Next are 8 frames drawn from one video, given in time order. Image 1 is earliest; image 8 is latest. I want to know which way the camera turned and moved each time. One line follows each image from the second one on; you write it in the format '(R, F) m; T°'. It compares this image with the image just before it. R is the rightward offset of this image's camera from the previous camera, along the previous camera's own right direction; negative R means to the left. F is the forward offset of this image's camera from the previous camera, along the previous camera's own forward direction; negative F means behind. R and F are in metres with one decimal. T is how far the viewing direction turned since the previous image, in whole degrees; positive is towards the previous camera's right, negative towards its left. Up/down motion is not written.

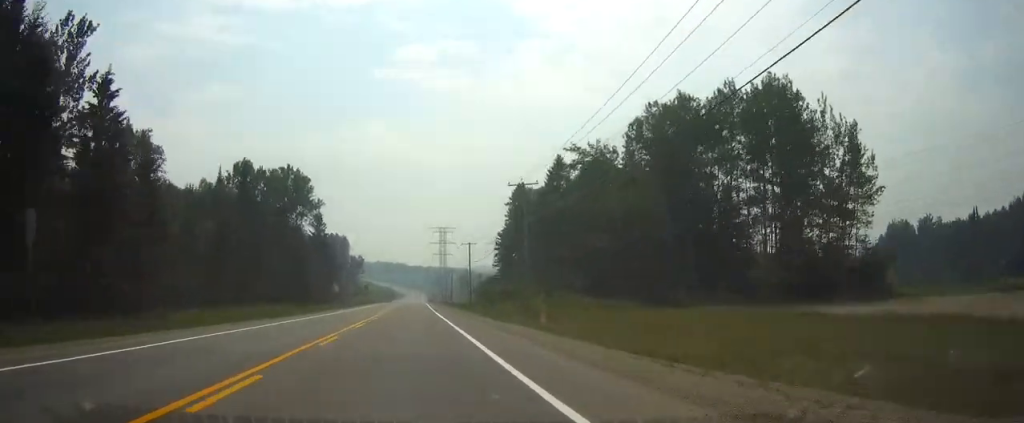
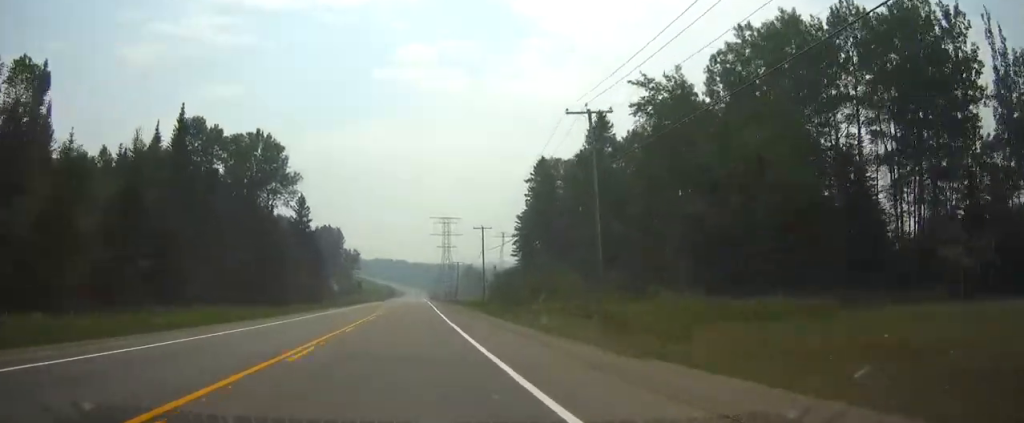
(0.0, +21.4) m; 0°
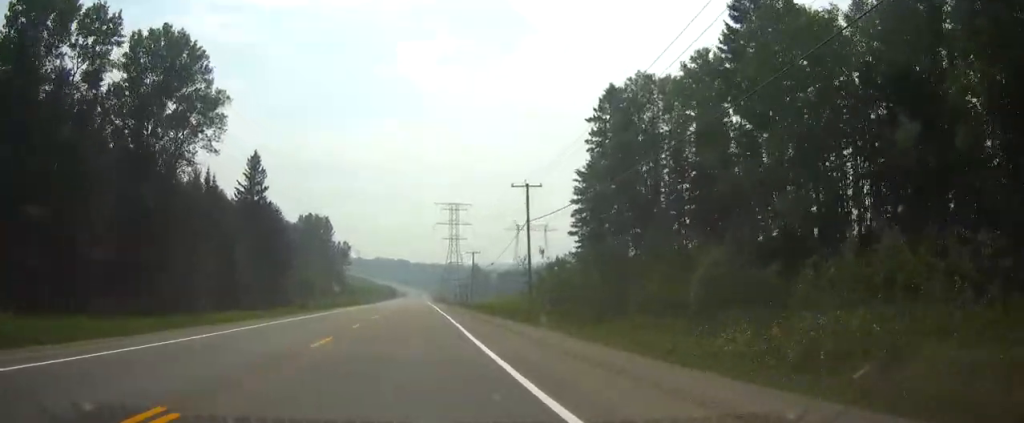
(0.0, +34.8) m; 0°
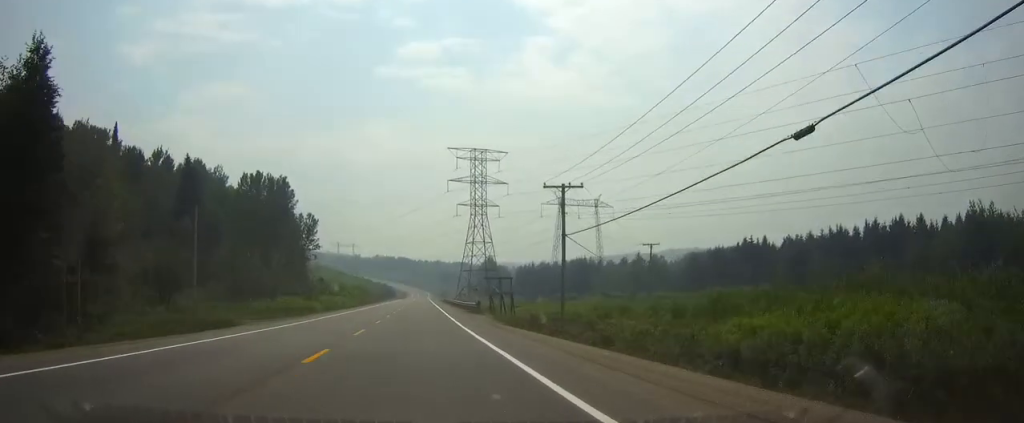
(0.0, +64.9) m; 0°
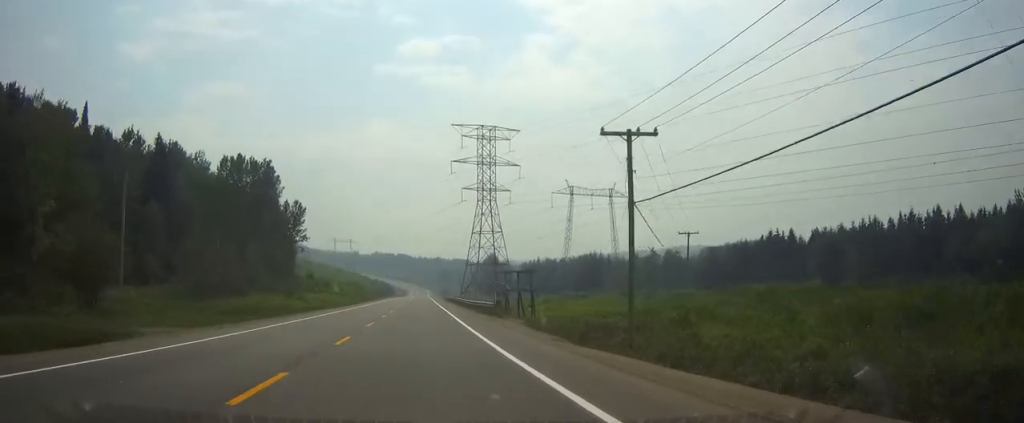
(0.0, +13.5) m; 0°
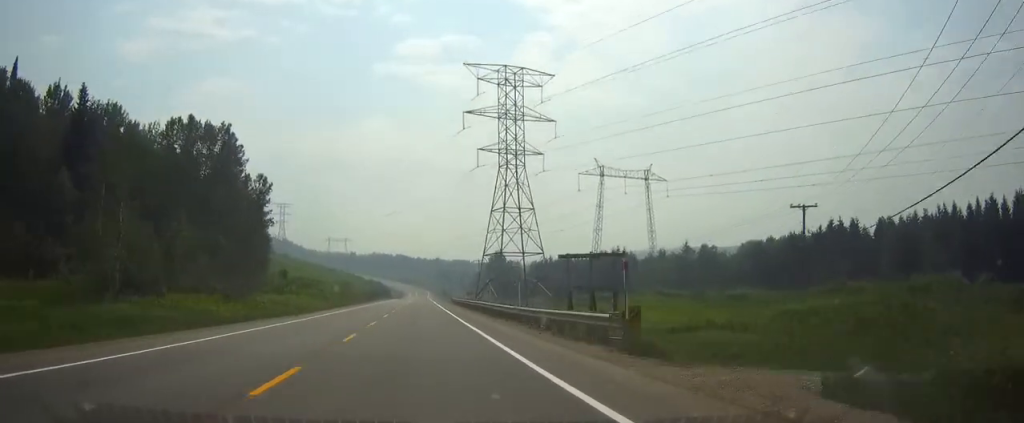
(-0.1, +26.0) m; 0°
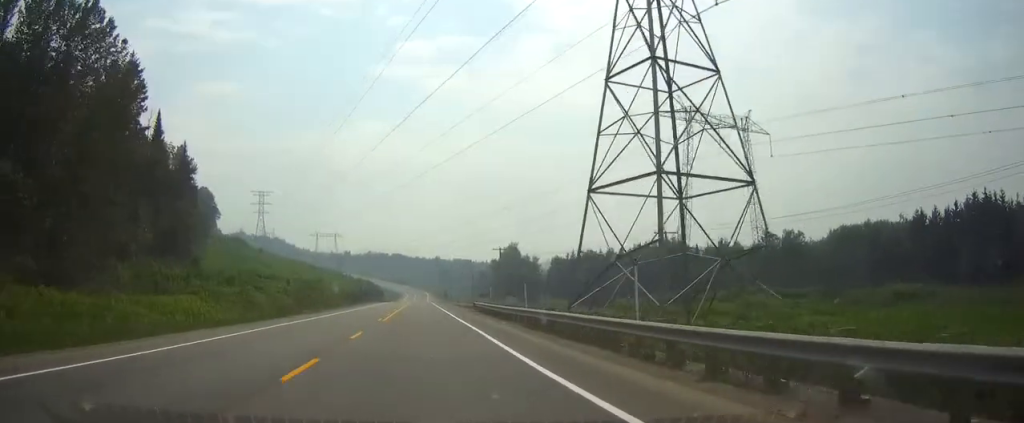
(+0.3, +43.0) m; 0°
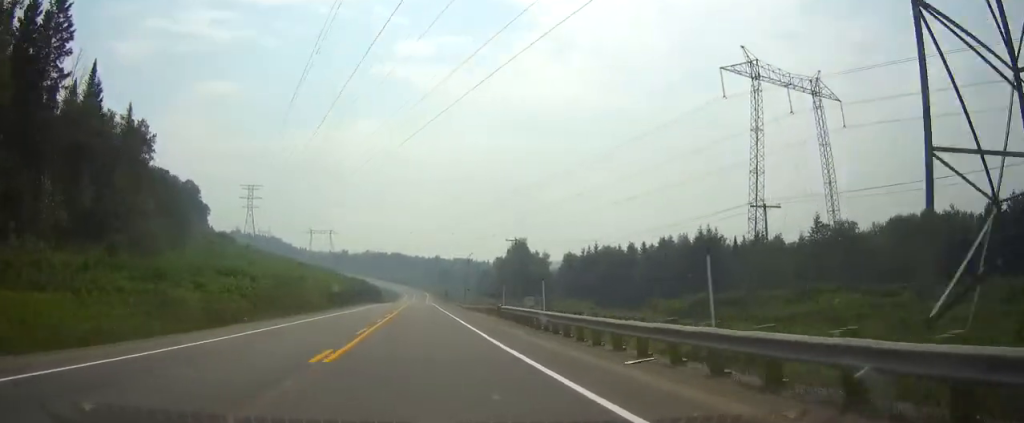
(0.0, +18.9) m; 0°
